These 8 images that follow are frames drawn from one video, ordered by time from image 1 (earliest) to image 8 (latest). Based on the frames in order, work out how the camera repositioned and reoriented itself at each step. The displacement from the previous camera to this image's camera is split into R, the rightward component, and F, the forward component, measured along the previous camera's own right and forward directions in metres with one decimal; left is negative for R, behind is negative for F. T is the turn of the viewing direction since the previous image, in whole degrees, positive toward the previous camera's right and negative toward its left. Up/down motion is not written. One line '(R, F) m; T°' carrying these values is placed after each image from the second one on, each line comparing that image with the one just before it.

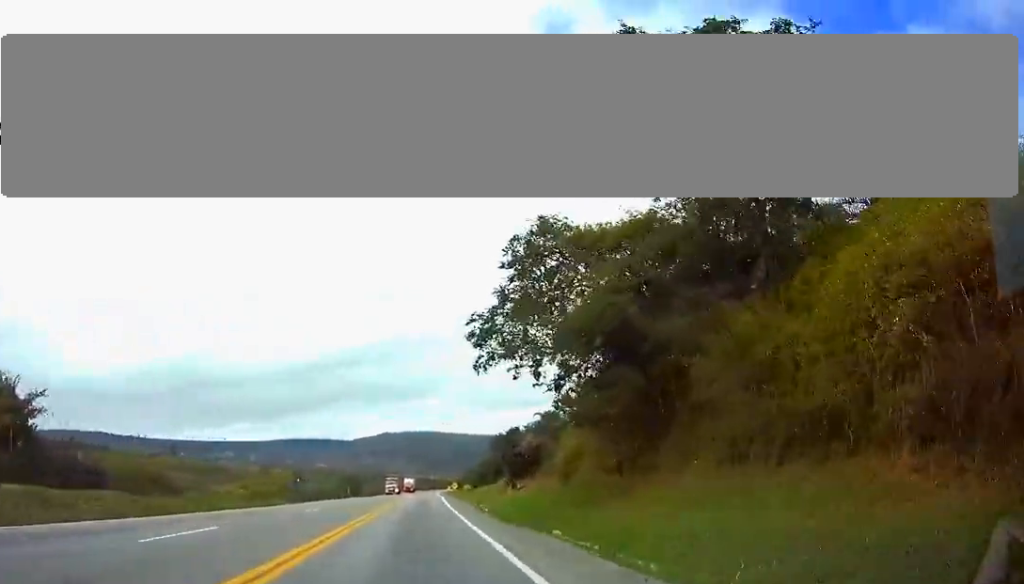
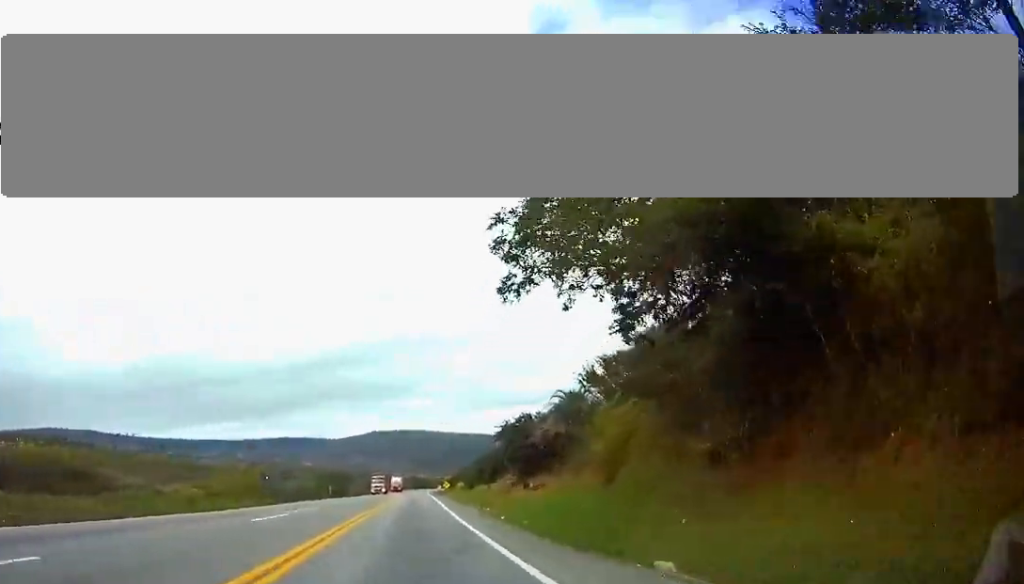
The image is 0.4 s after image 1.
(-0.2, +10.5) m; +1°
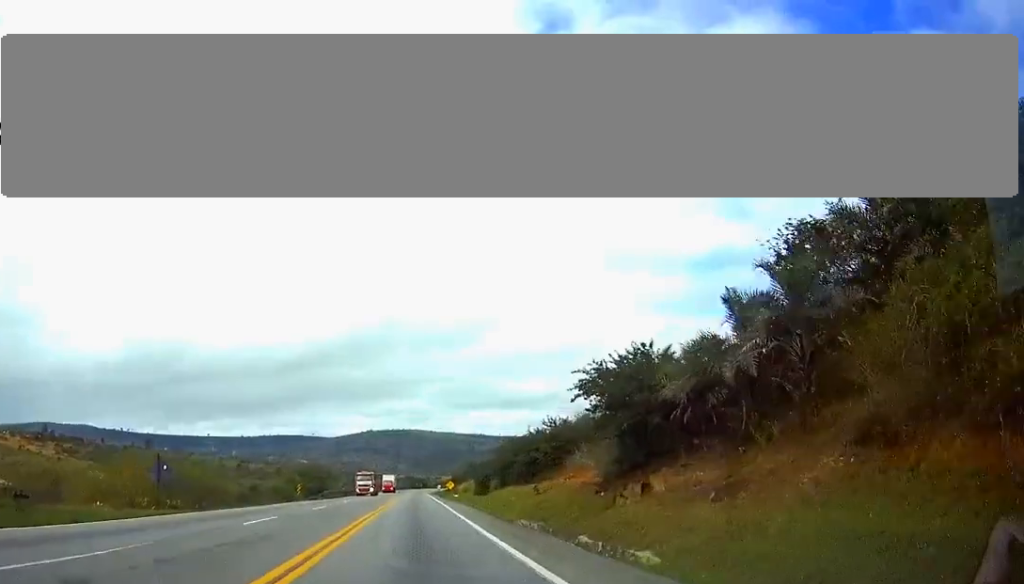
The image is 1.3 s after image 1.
(+0.7, +24.5) m; +2°
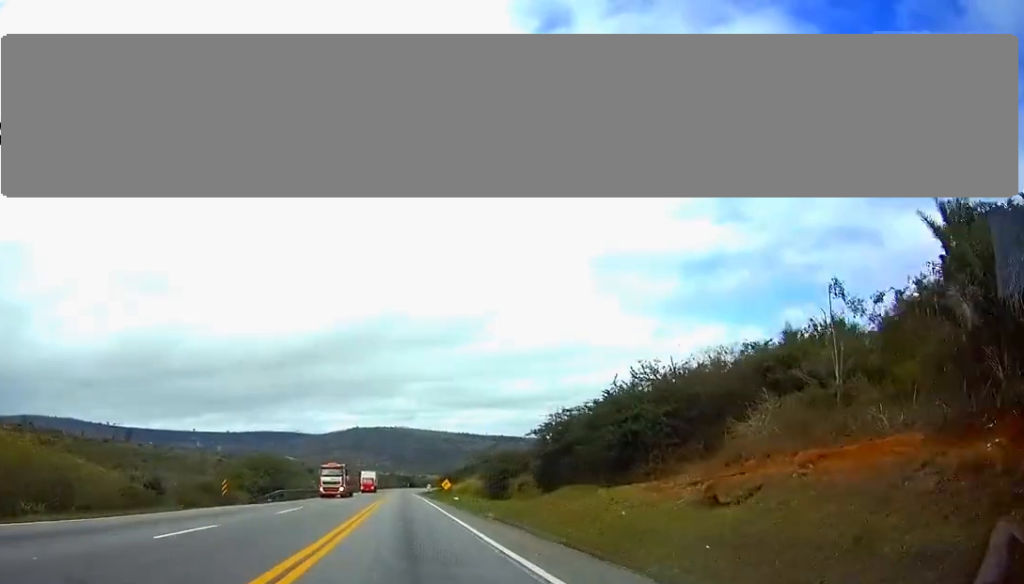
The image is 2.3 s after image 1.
(+0.1, +24.6) m; 0°
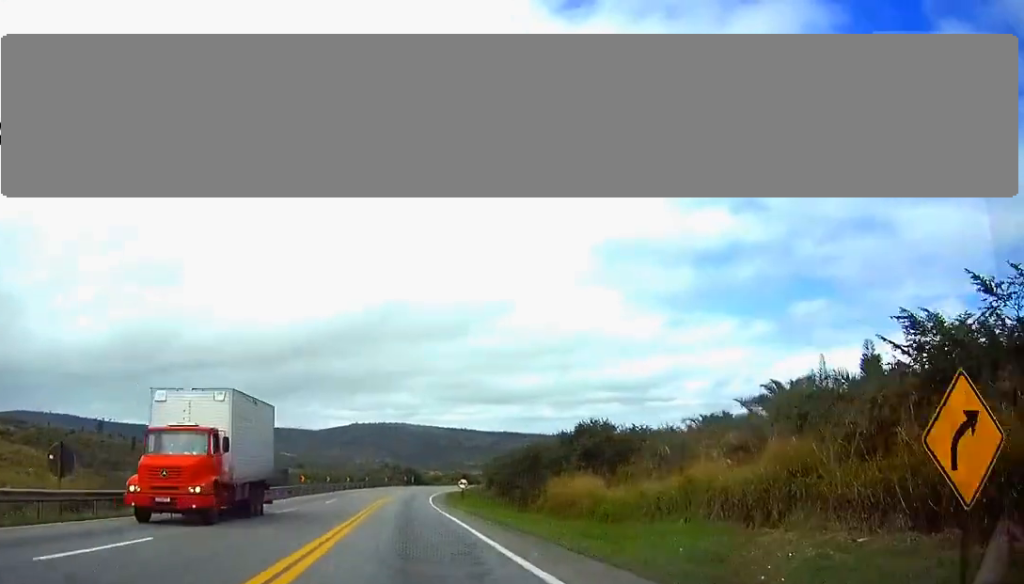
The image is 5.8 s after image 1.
(+1.3, +92.6) m; +1°
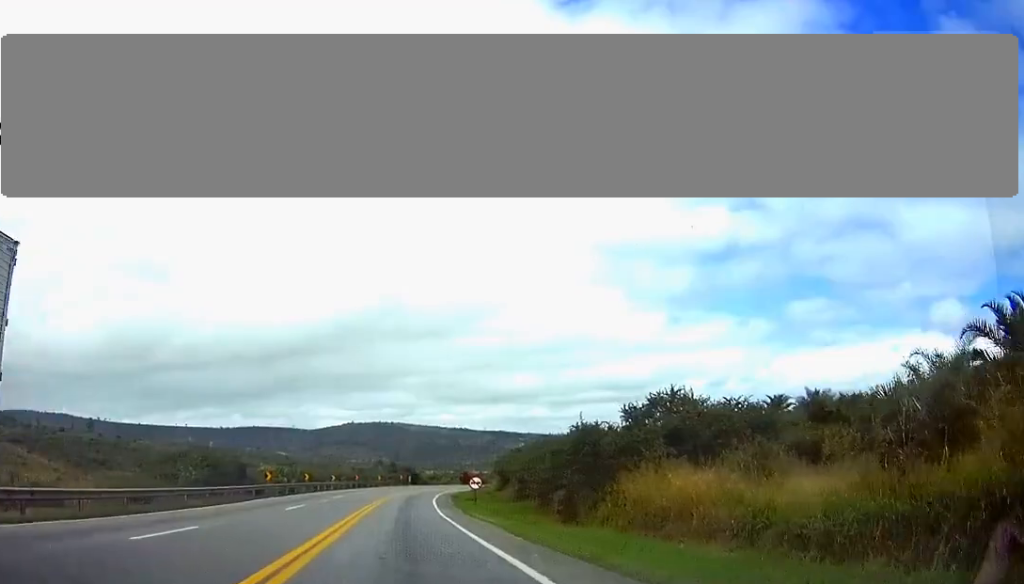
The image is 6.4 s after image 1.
(-0.1, +16.8) m; 0°
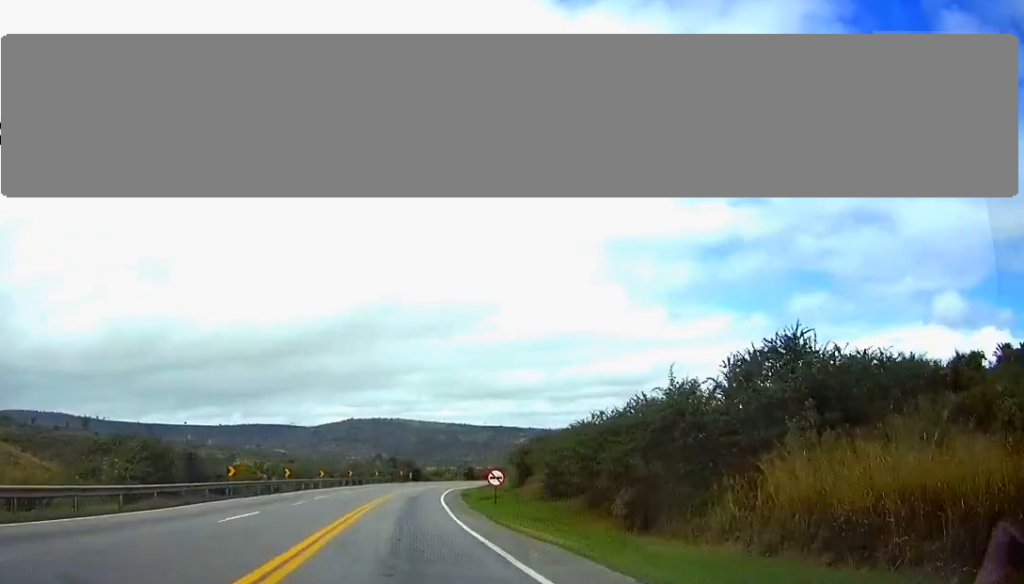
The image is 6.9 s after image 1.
(+0.1, +12.5) m; 0°
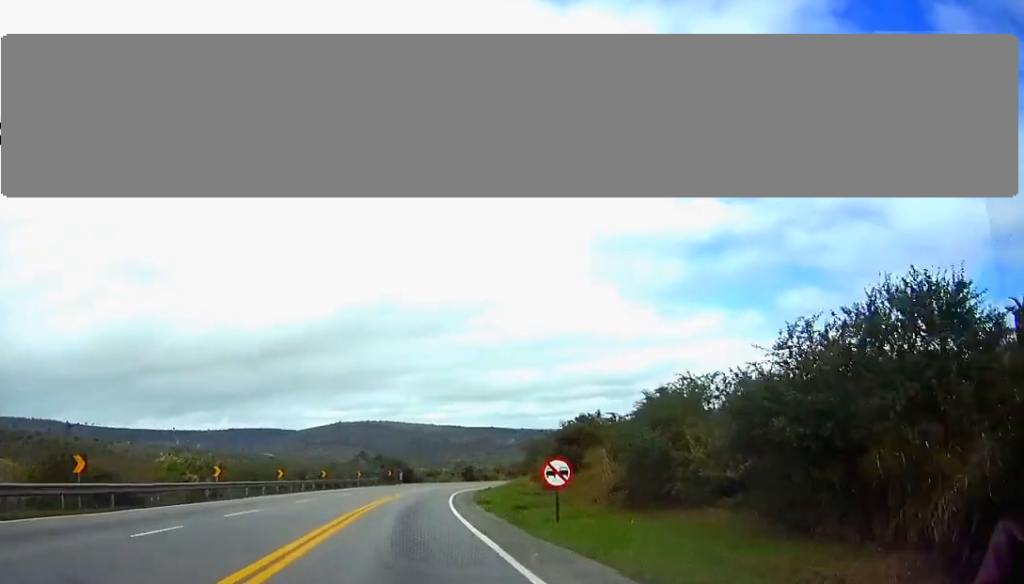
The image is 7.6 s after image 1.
(+0.1, +20.5) m; +1°
